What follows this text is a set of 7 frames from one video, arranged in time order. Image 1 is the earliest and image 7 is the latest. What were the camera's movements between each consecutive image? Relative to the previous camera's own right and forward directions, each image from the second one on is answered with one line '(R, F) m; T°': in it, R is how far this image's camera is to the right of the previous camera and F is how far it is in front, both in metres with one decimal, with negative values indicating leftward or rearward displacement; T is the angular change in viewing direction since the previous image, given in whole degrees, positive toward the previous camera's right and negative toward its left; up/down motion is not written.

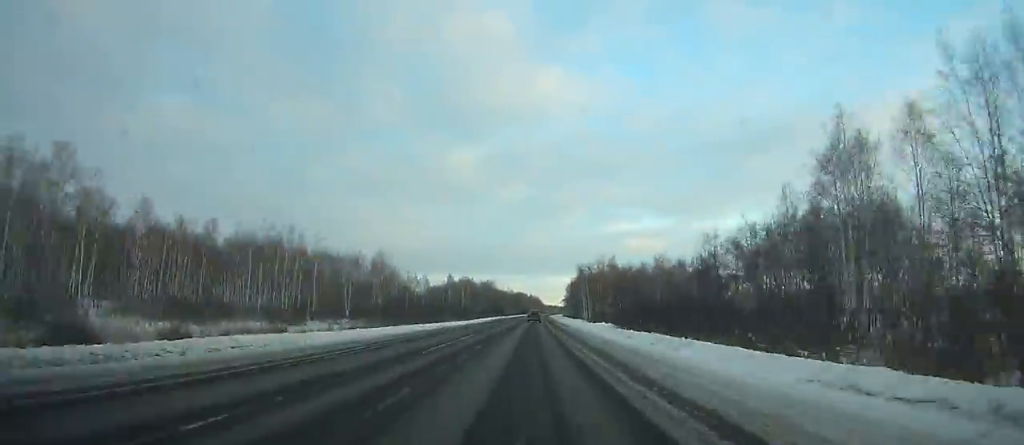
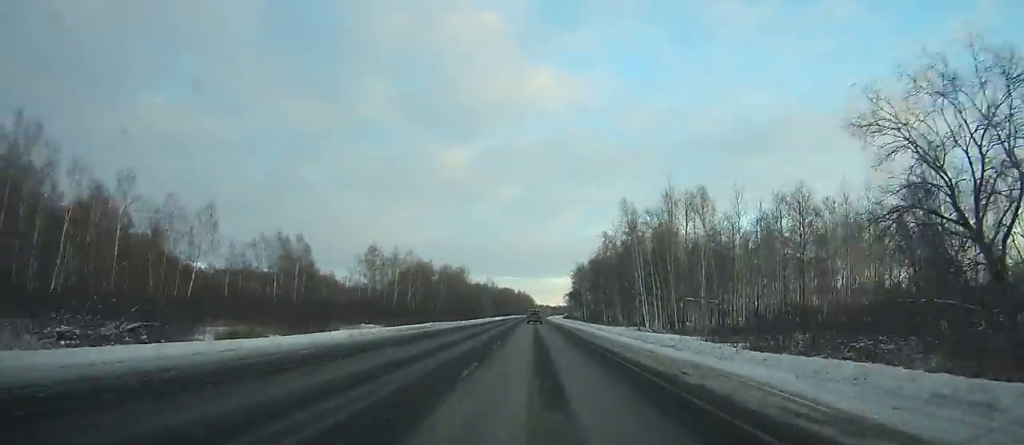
(+0.8, +103.8) m; +1°
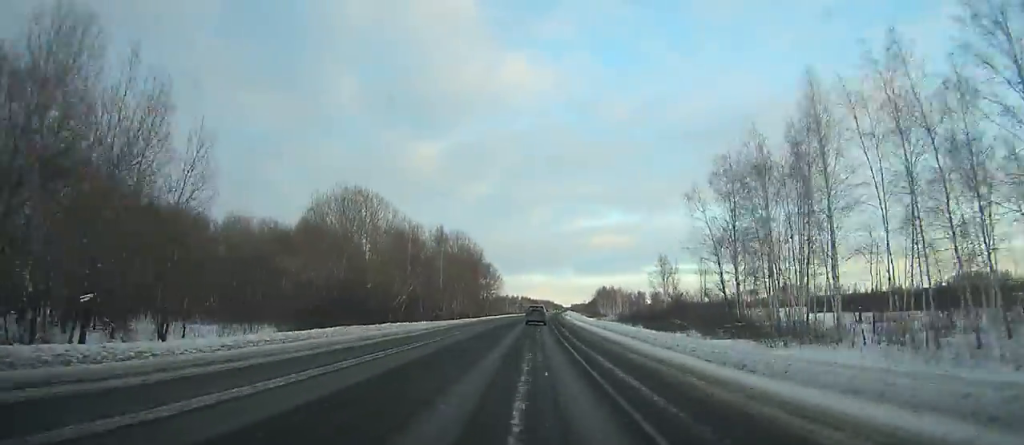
(+4.3, +269.5) m; +3°
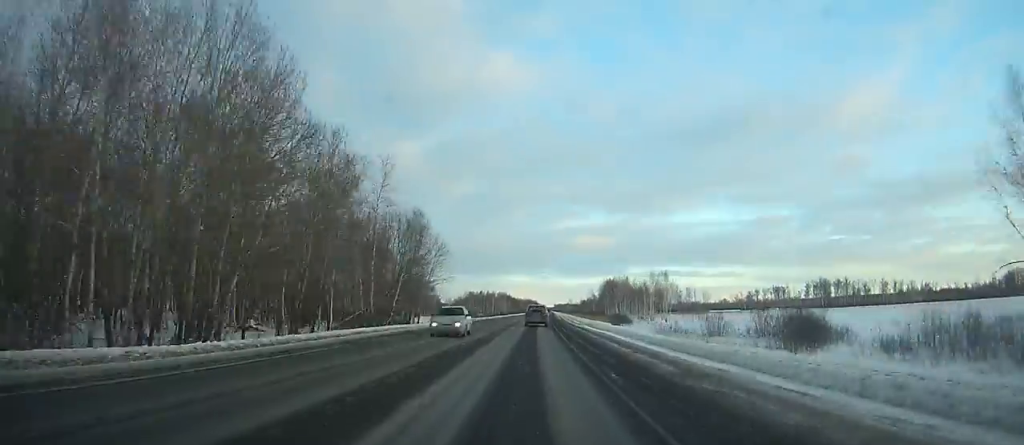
(+1.1, +78.7) m; +2°
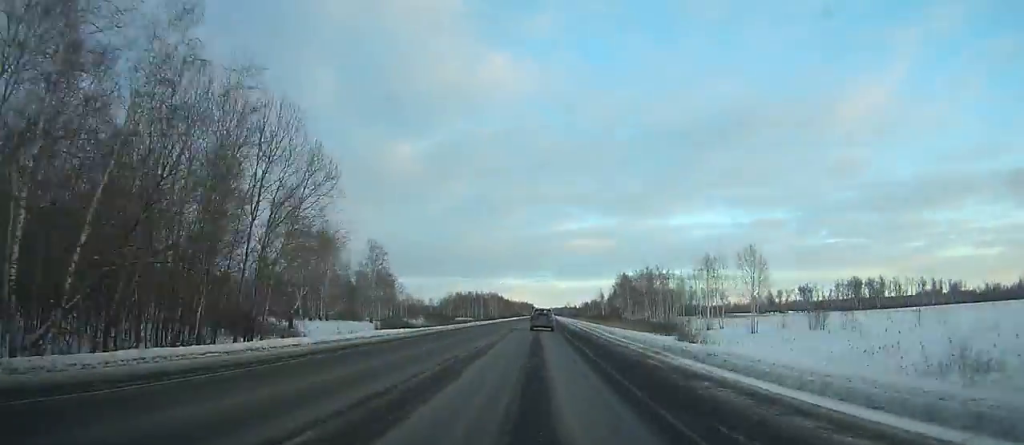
(+0.2, +40.8) m; +1°
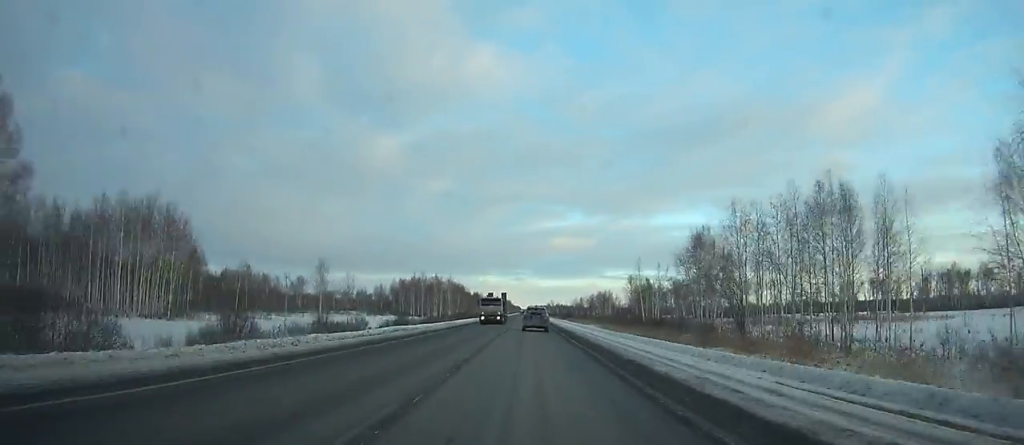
(+1.5, +93.2) m; +1°
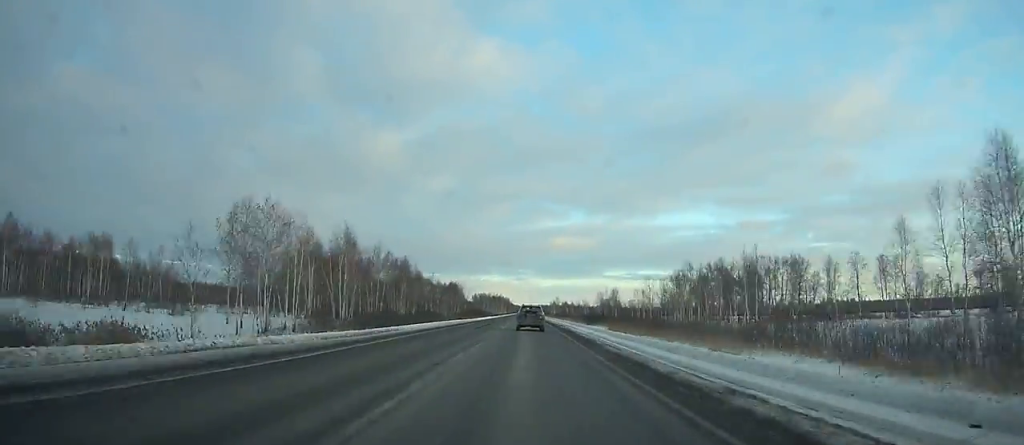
(+0.9, +95.5) m; 0°
